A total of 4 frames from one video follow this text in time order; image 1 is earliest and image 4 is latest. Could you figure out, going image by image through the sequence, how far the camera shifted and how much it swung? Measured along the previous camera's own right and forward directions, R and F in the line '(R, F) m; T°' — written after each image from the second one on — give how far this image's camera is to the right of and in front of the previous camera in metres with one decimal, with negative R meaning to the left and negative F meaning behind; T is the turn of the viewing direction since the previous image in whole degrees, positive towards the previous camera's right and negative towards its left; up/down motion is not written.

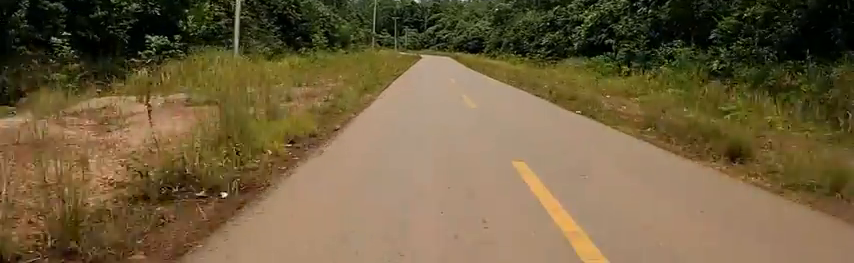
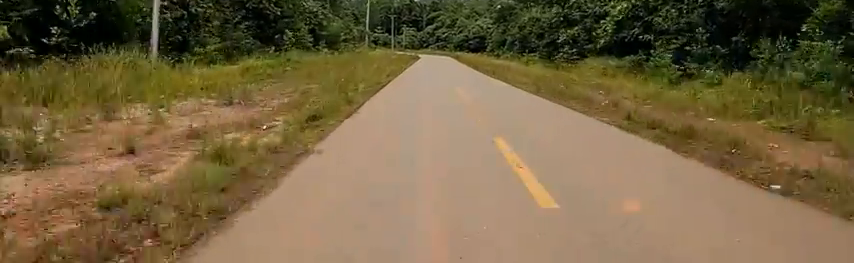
(0.0, +6.8) m; 0°
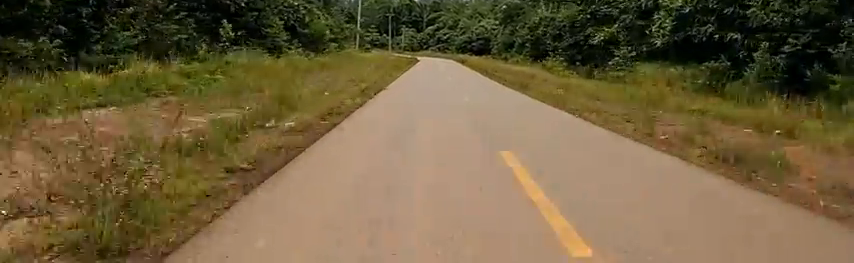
(-0.1, +9.0) m; 0°
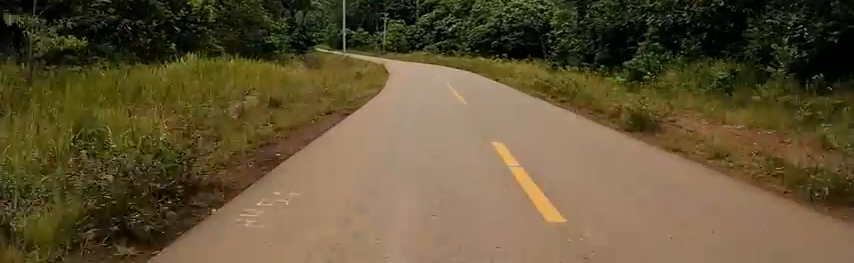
(+4.0, +55.1) m; +1°
